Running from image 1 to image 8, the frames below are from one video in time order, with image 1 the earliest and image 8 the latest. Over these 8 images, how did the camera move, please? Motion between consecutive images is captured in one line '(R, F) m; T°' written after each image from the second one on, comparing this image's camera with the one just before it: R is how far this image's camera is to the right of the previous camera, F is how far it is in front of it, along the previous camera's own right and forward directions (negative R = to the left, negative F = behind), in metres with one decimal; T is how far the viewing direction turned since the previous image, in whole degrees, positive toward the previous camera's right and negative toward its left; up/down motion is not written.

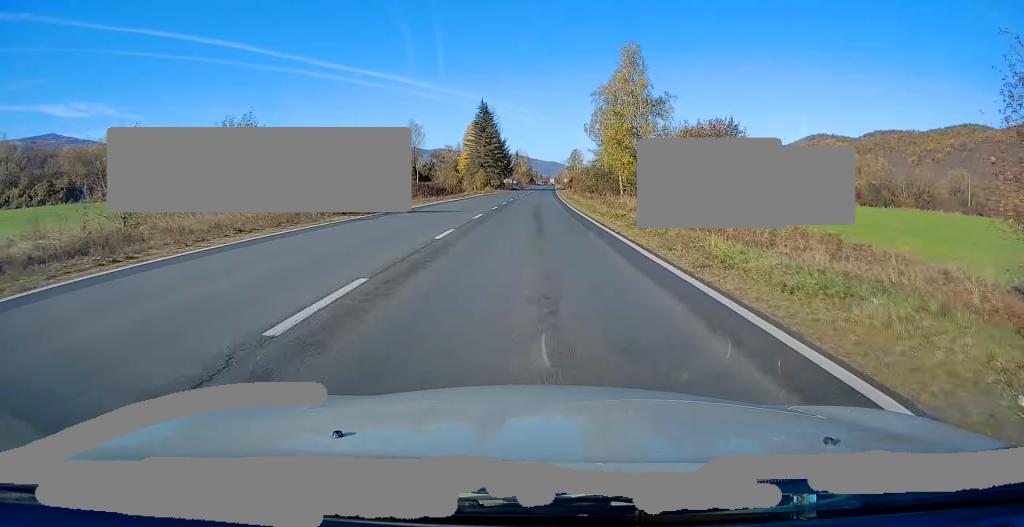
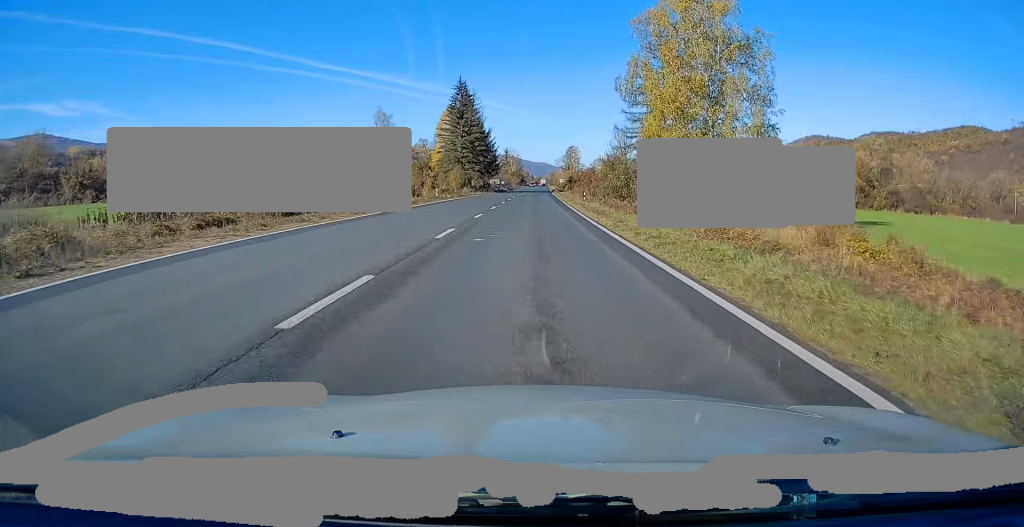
(+0.5, +26.3) m; +1°
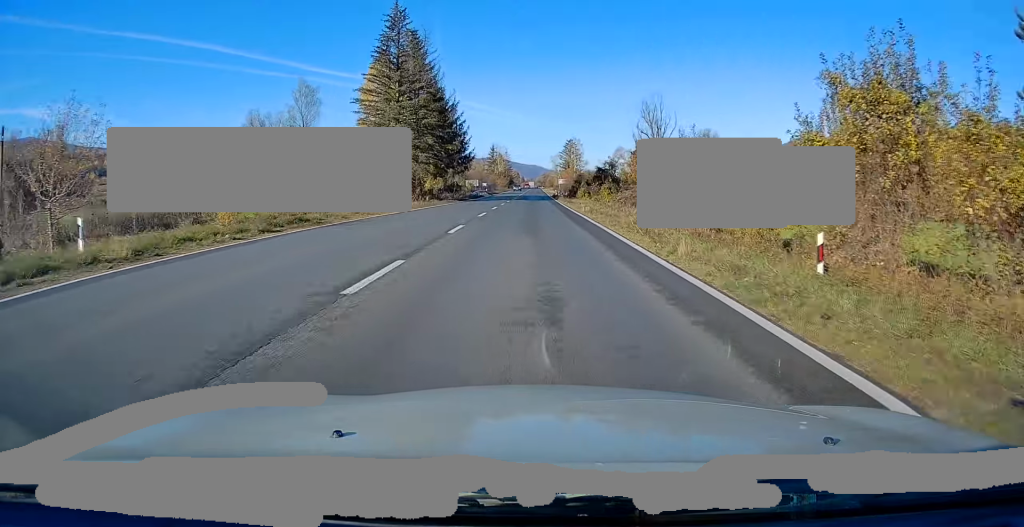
(+0.1, +42.4) m; 0°
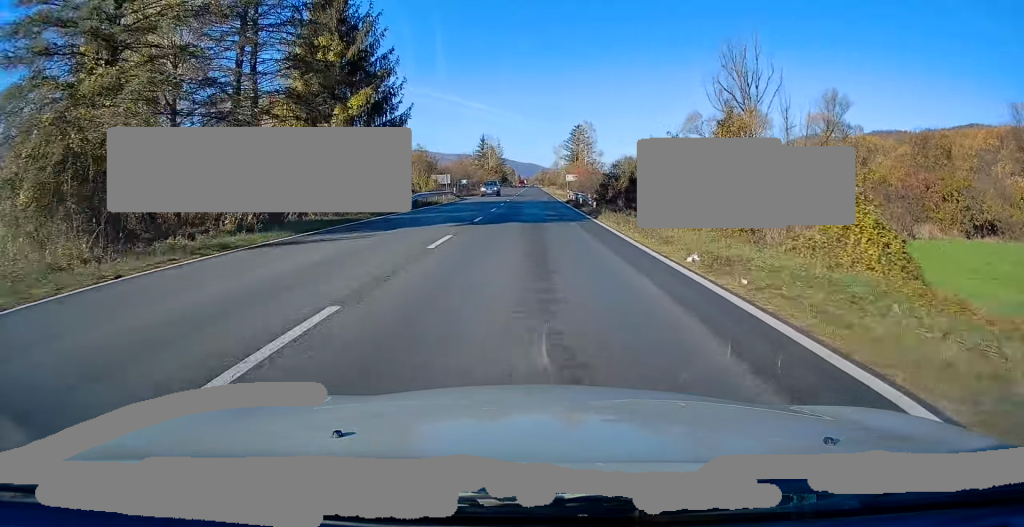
(-0.1, +39.3) m; 0°
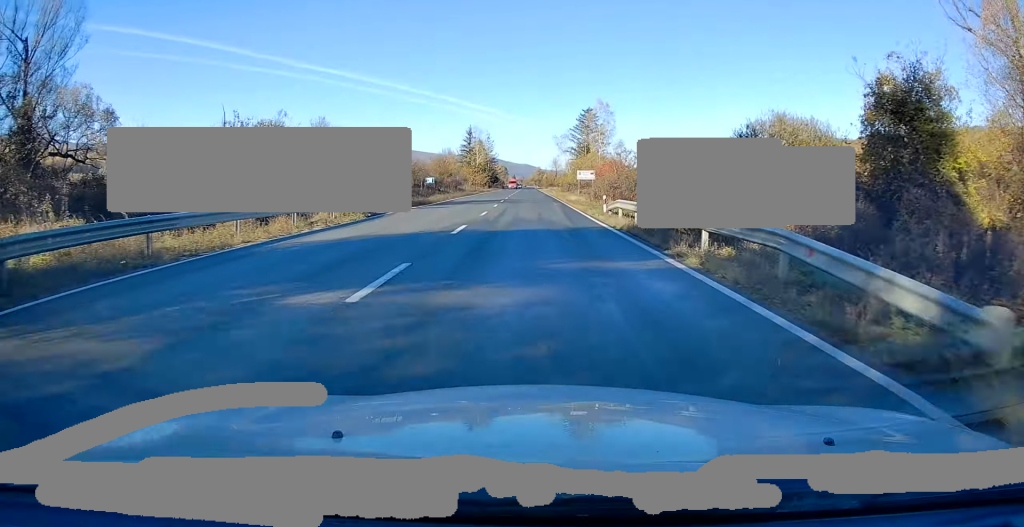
(+0.1, +32.3) m; +1°
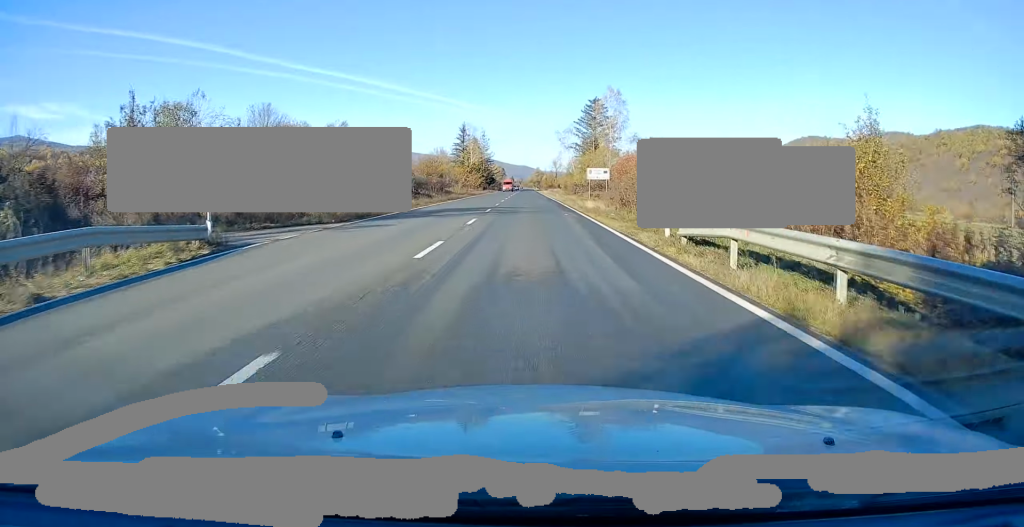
(+0.3, +13.9) m; 0°
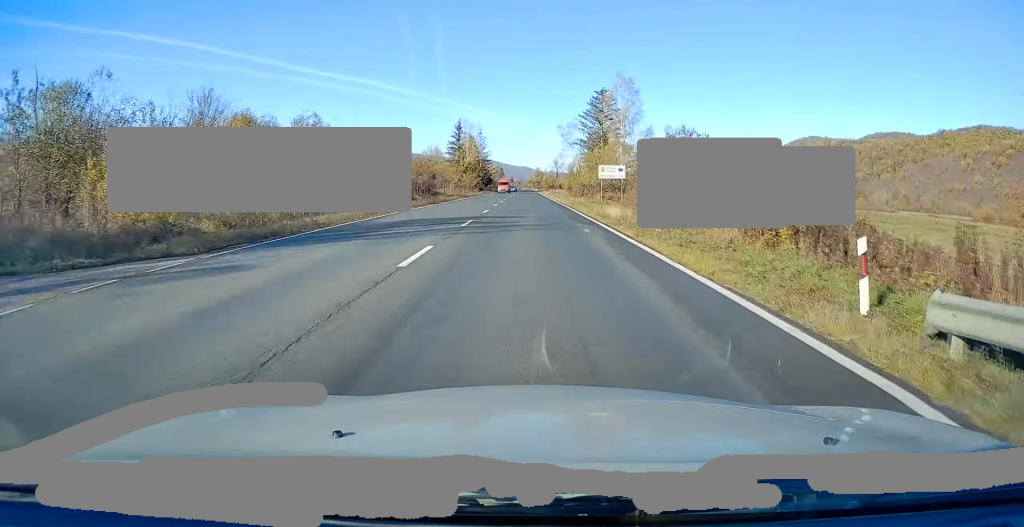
(0.0, +10.0) m; 0°
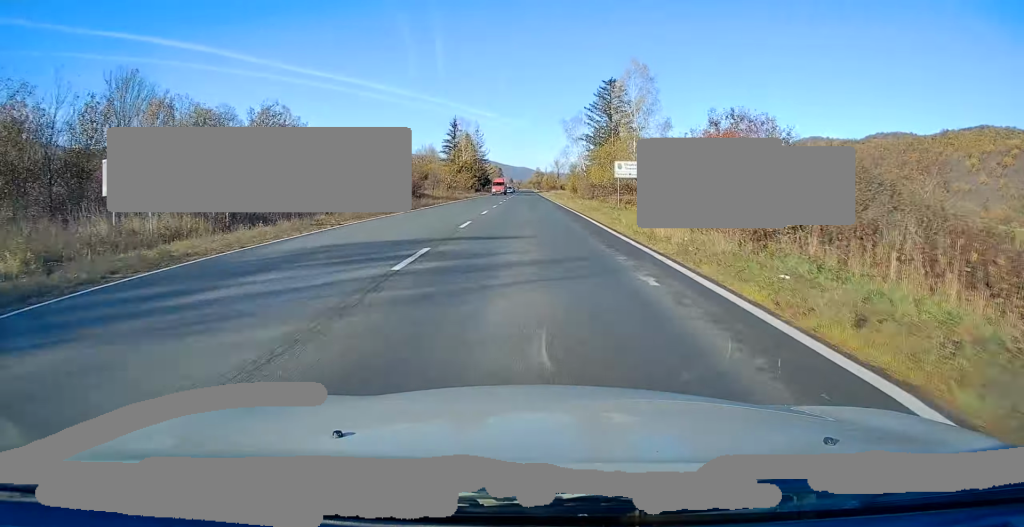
(-0.2, +9.2) m; 0°
